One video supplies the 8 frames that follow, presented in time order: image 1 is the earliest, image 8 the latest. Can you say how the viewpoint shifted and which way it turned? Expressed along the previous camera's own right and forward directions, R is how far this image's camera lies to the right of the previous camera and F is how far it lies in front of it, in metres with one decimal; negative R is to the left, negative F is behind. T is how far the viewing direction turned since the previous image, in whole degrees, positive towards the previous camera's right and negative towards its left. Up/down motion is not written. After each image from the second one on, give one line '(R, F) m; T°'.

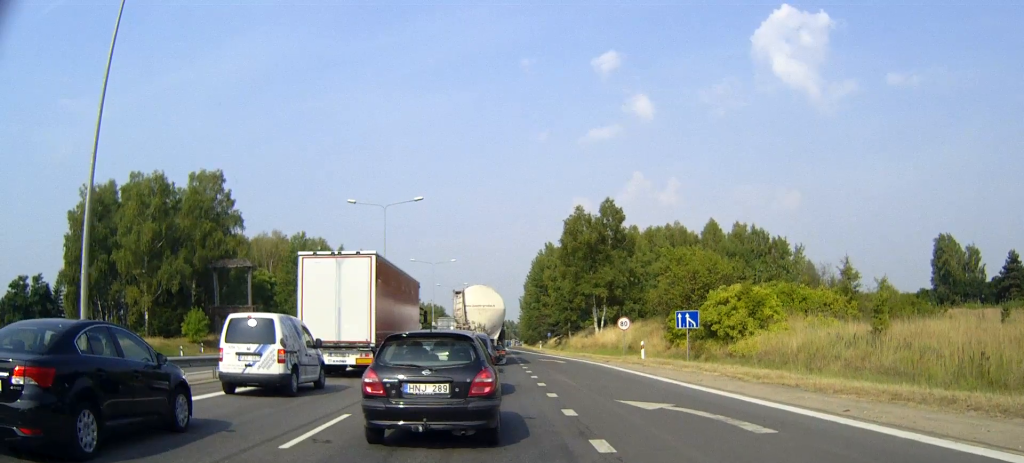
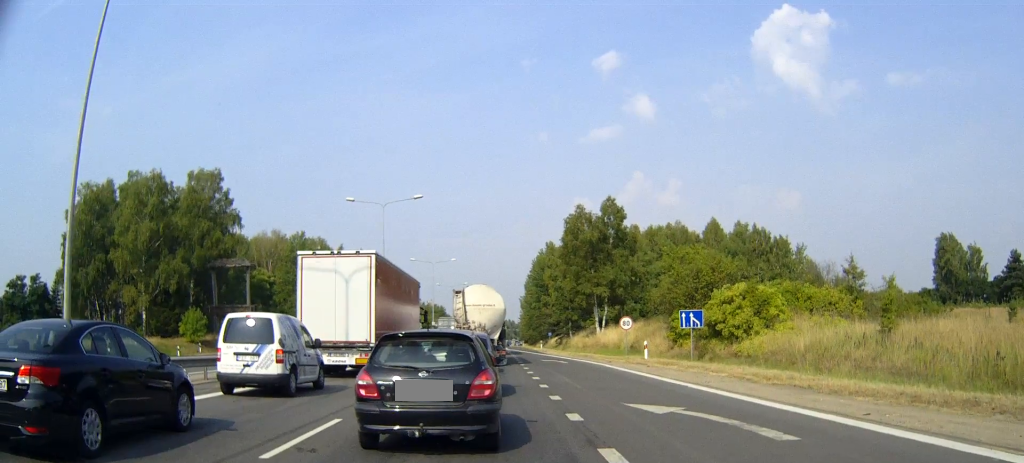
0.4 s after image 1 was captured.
(0.0, +0.7) m; -1°
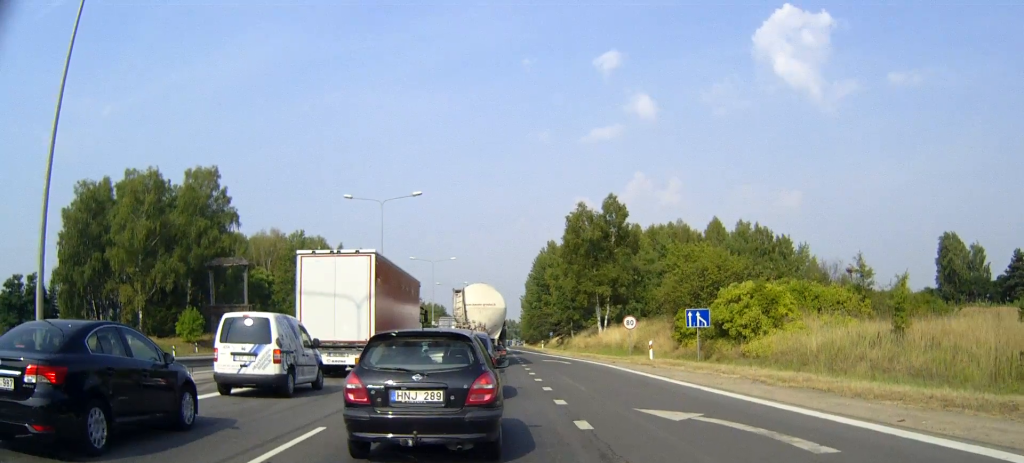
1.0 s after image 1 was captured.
(0.0, +1.0) m; -1°
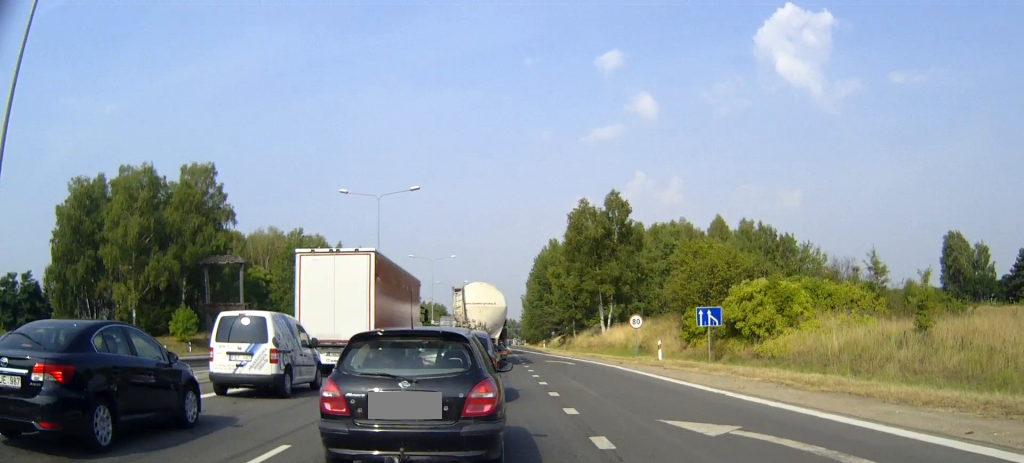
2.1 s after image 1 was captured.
(0.0, +1.8) m; -2°
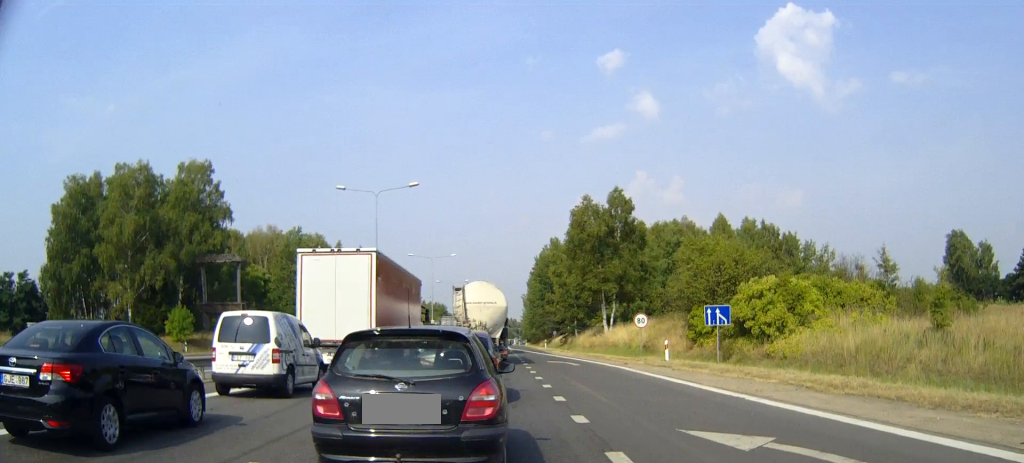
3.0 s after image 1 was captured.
(0.0, +1.3) m; 0°
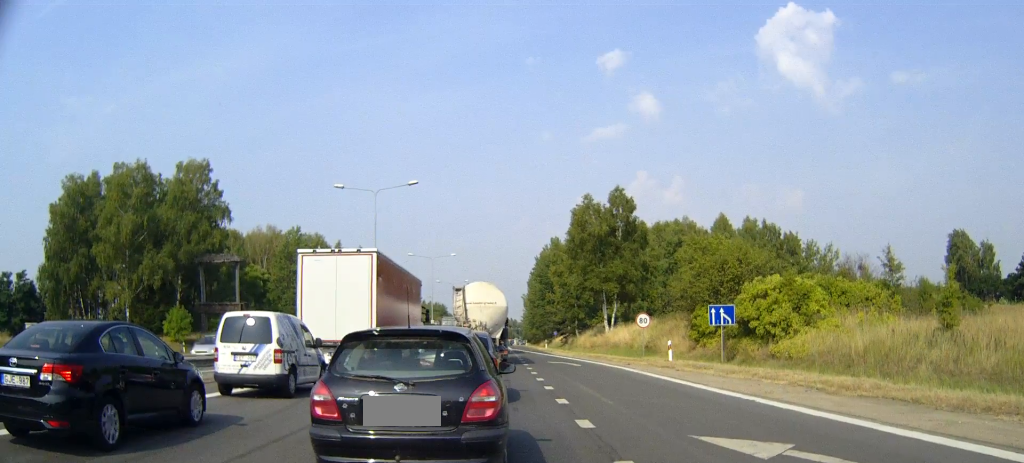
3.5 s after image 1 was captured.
(0.0, +0.6) m; 0°
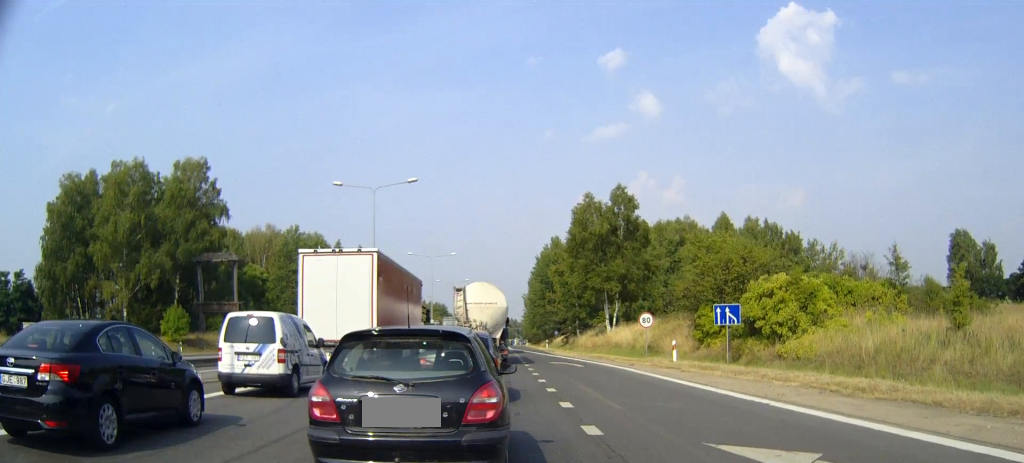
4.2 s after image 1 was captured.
(0.0, +0.7) m; 0°
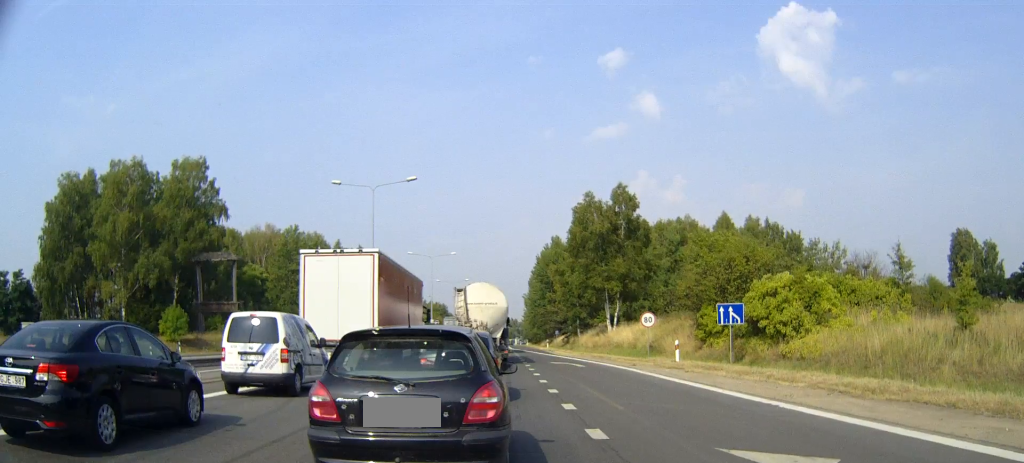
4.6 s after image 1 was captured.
(0.0, +0.5) m; 0°
